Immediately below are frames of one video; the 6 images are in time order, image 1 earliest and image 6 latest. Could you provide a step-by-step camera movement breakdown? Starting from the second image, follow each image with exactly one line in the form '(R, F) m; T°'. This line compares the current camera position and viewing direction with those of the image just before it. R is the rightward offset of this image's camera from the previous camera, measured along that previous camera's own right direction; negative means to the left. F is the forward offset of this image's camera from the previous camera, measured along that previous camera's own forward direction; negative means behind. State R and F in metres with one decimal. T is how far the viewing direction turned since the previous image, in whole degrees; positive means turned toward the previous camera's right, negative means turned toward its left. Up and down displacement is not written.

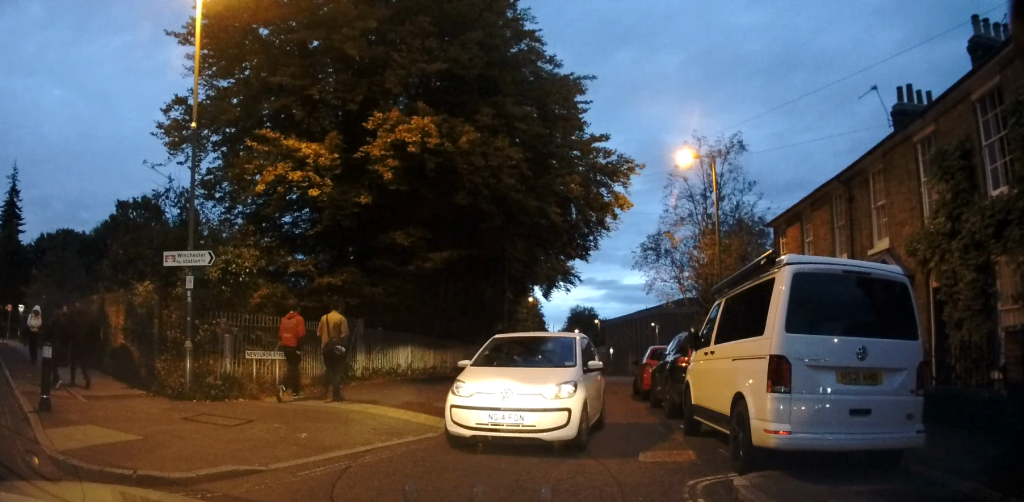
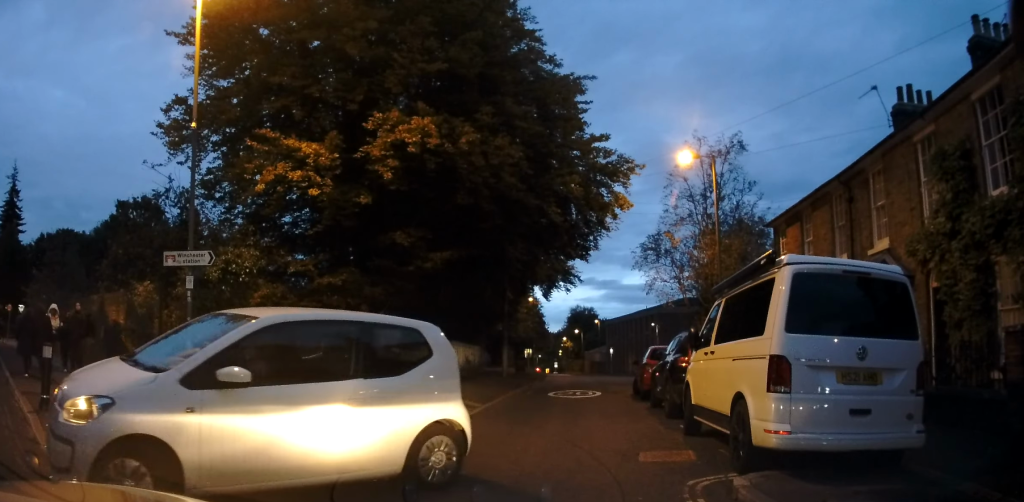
(0.0, 0.0) m; 0°
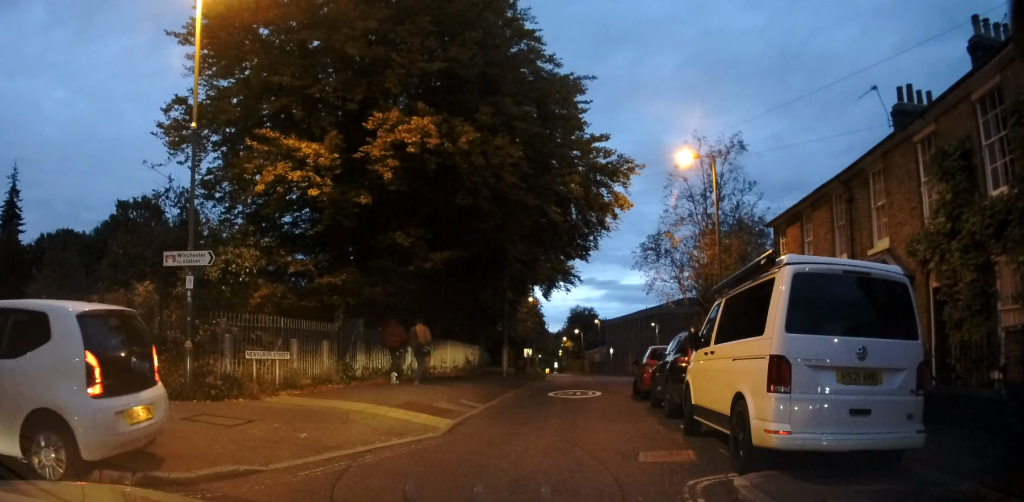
(0.0, 0.0) m; 0°
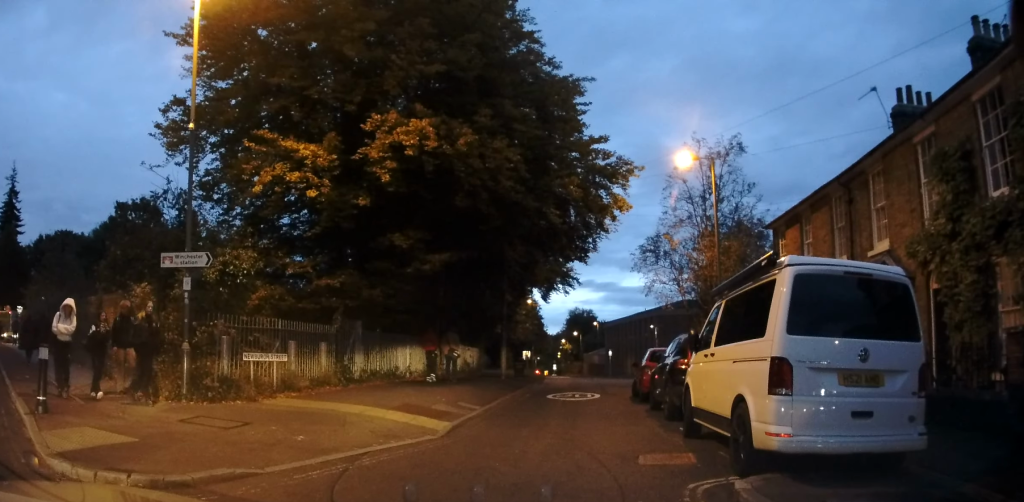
(+0.1, +0.2) m; 0°
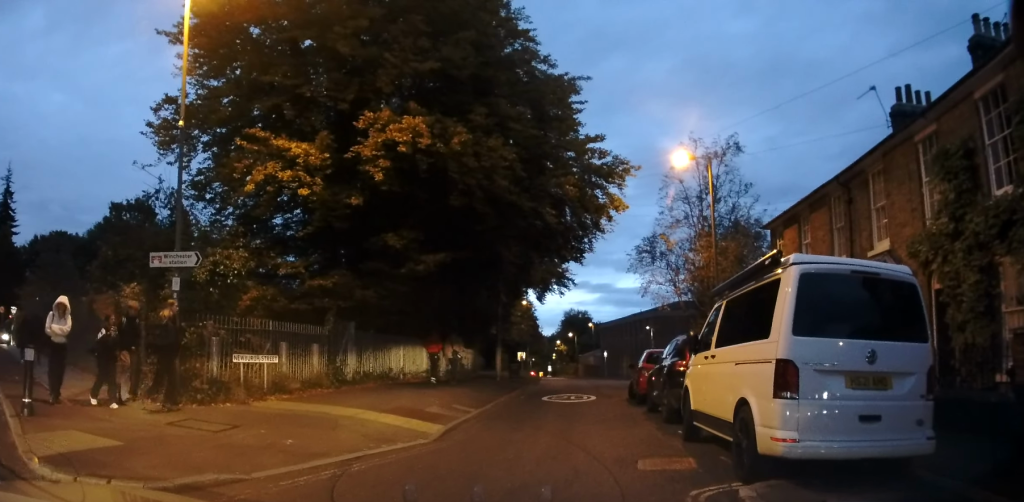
(+0.2, +0.6) m; 0°
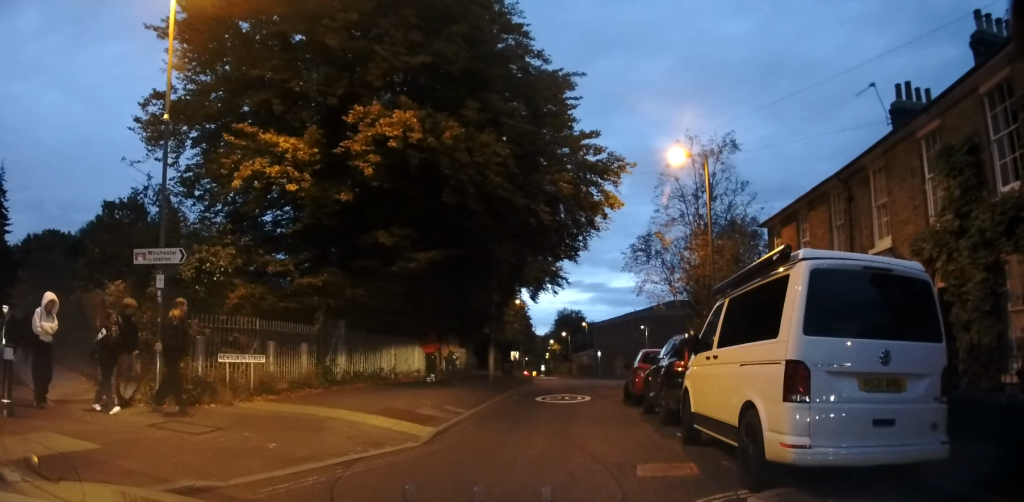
(+0.1, +0.5) m; +3°
